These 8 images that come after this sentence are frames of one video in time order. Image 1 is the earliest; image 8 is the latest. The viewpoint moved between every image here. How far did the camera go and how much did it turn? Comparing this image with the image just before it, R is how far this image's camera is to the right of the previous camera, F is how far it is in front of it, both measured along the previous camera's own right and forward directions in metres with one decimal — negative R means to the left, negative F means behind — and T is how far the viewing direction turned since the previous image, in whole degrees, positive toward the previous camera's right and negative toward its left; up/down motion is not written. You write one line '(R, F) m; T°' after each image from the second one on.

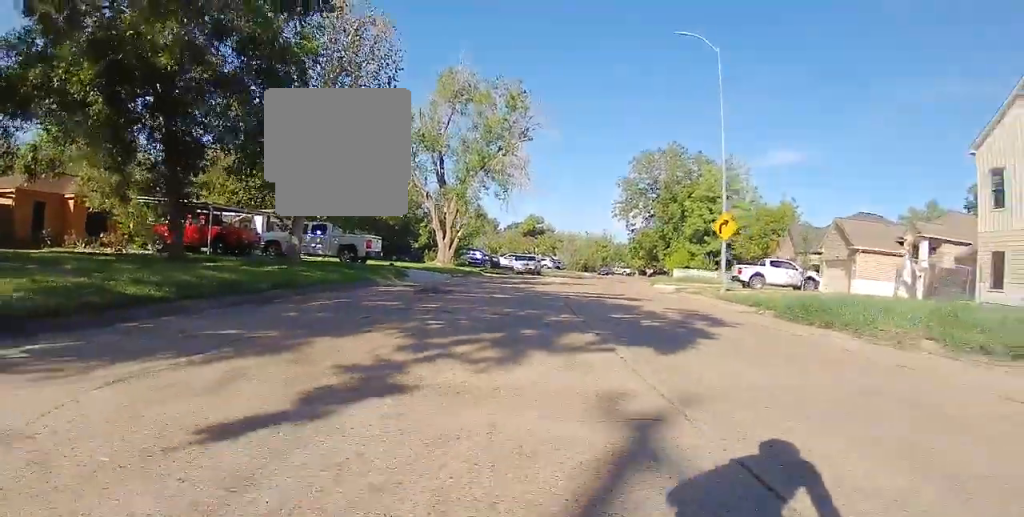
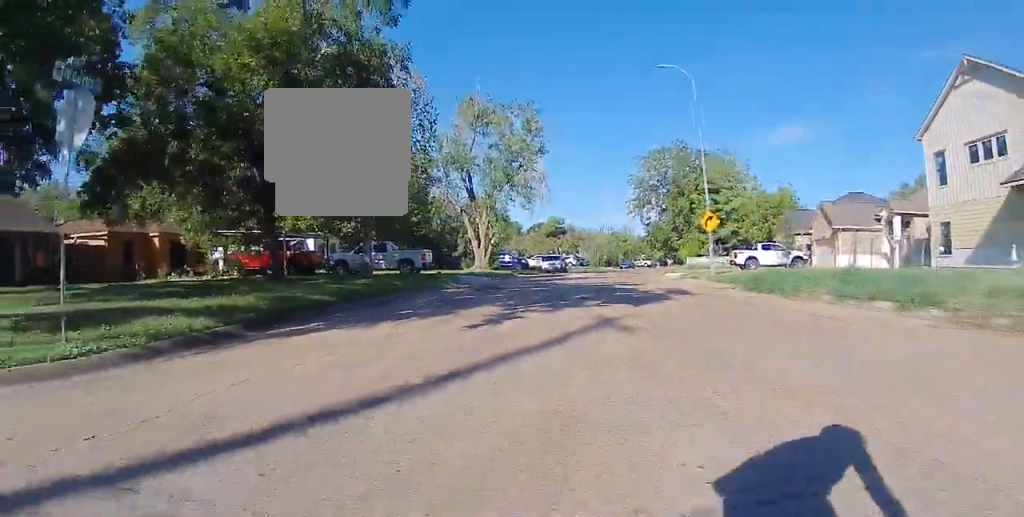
(-0.3, +5.4) m; -2°
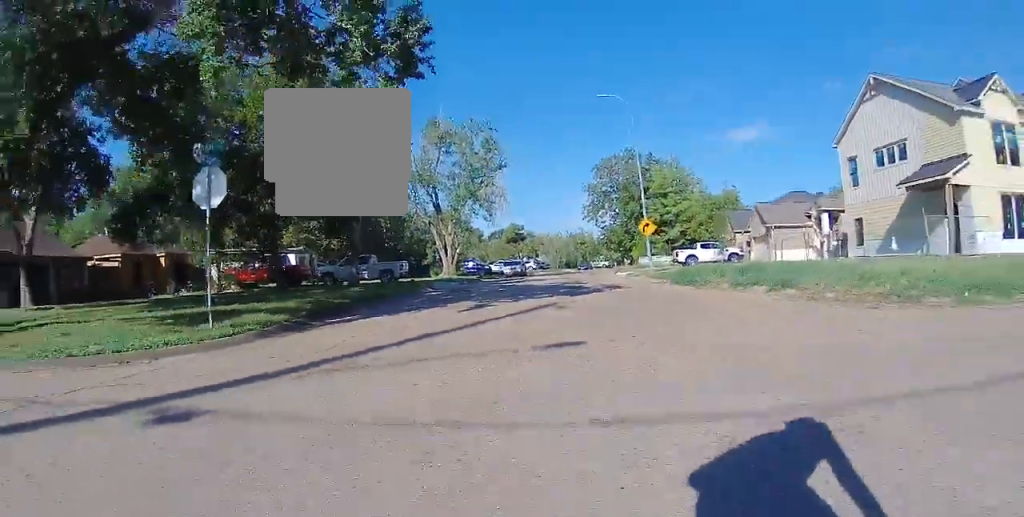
(0.0, +4.5) m; +6°
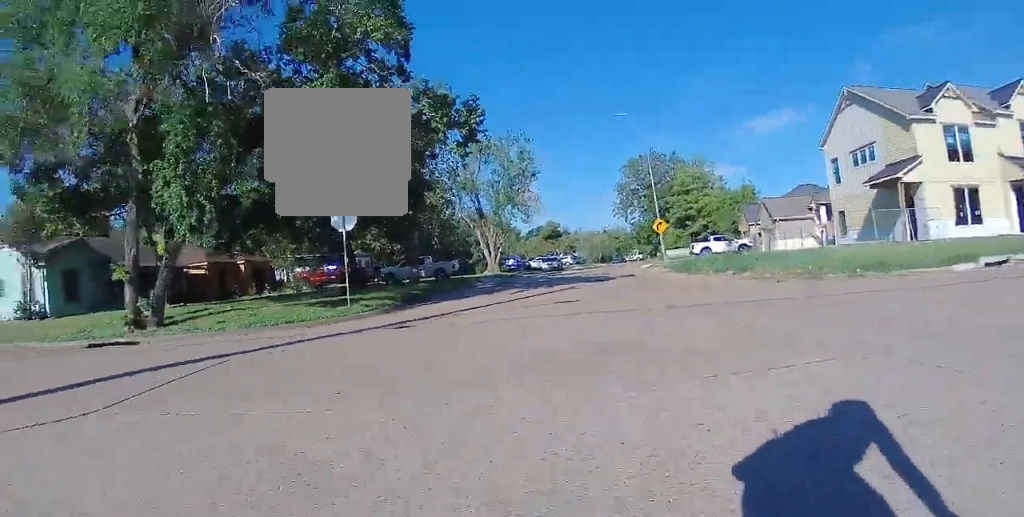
(+0.6, +5.5) m; +5°
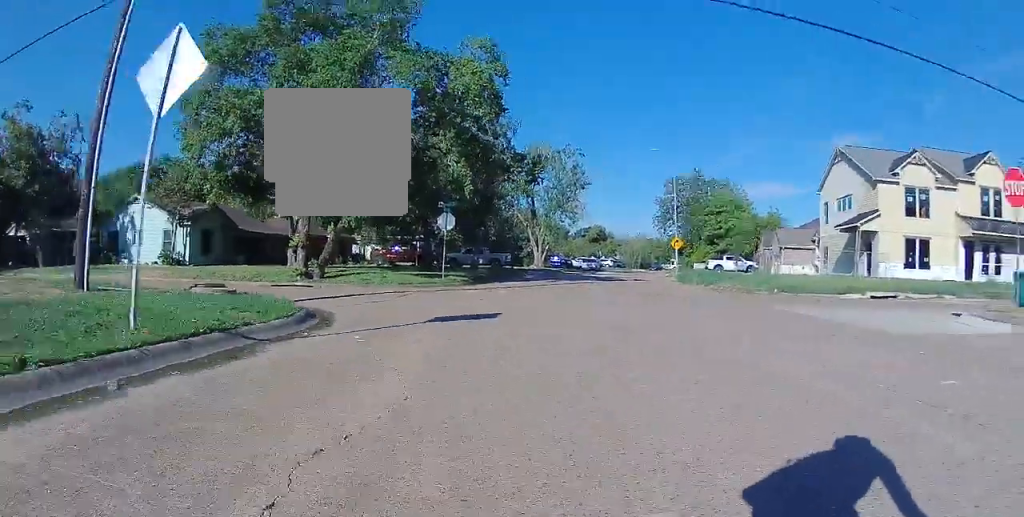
(-0.8, +8.5) m; -14°
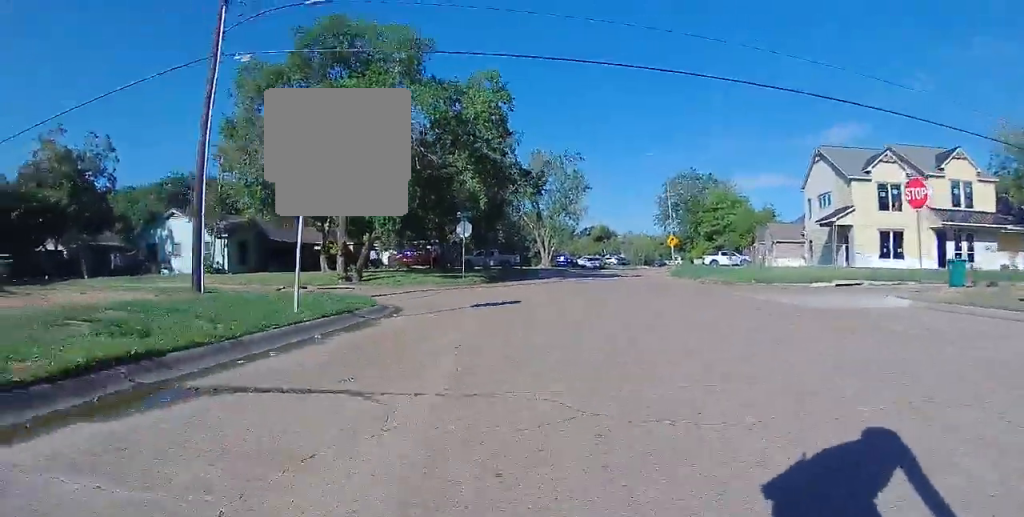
(-0.3, +3.7) m; -3°
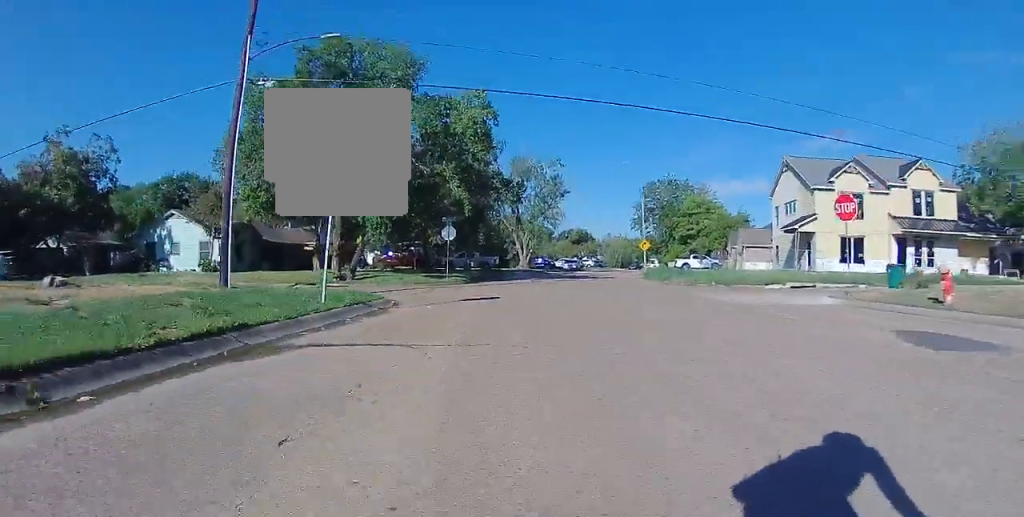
(-0.2, +2.4) m; 0°
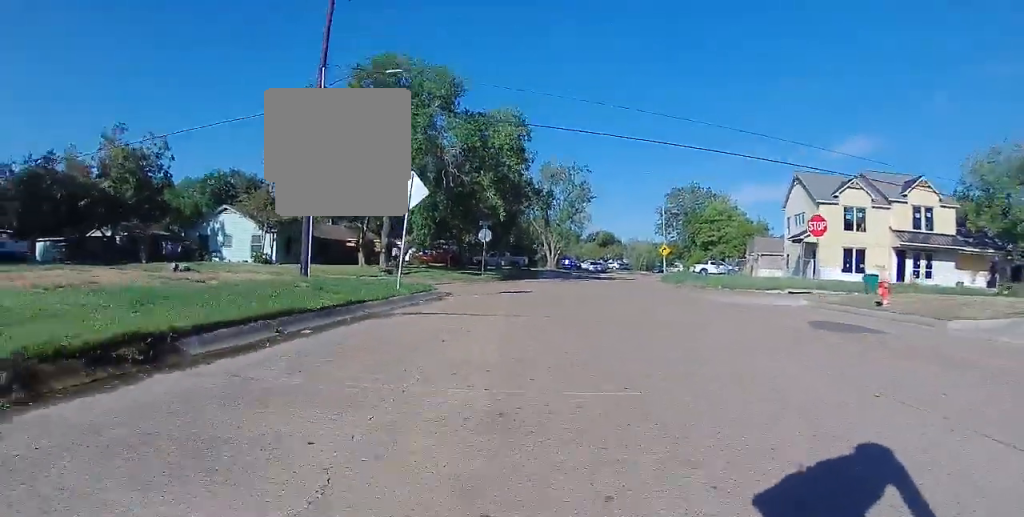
(+0.2, +3.6) m; +3°
